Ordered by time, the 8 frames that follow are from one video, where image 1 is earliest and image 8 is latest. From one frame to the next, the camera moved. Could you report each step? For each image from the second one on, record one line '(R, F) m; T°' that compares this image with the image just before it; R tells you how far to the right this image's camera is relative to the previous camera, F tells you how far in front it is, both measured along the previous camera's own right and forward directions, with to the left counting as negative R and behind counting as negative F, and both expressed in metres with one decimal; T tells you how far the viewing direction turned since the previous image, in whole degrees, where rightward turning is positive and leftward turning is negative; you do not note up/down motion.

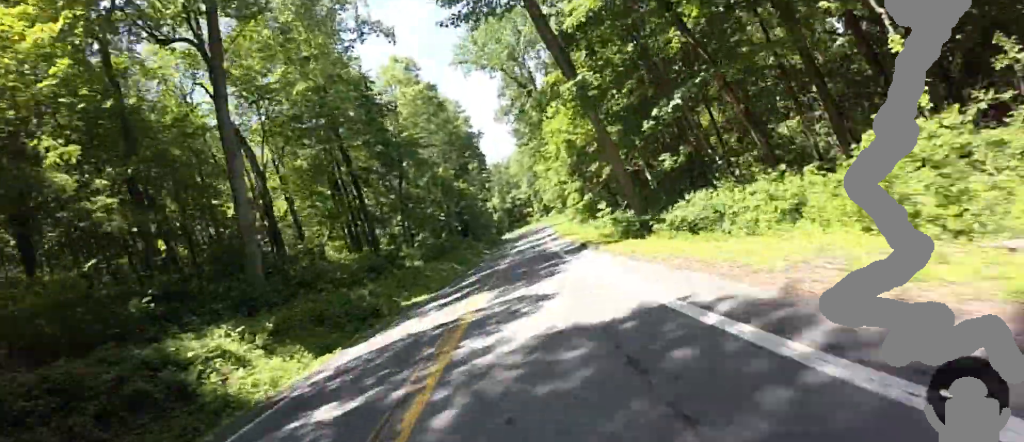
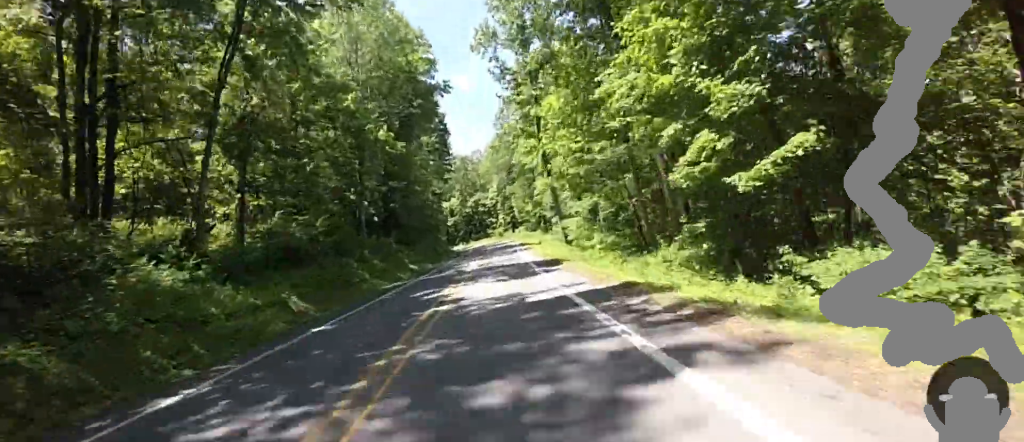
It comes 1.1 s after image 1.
(+2.2, +31.6) m; +4°
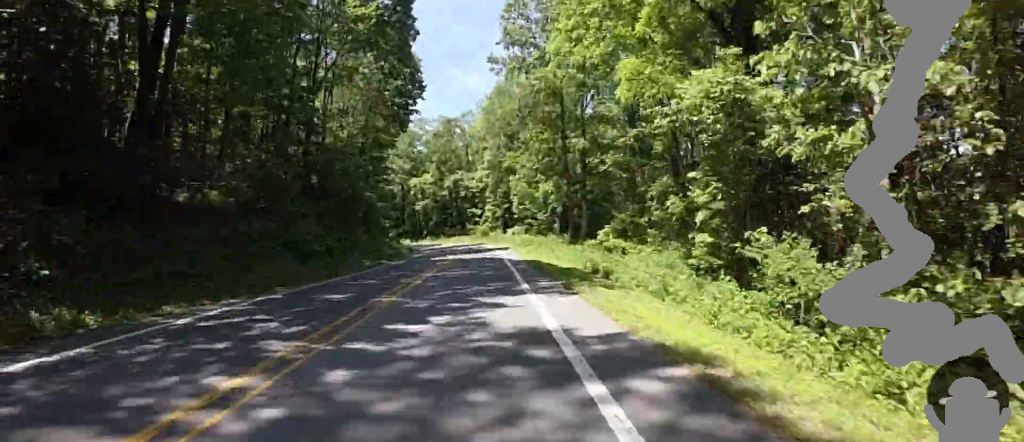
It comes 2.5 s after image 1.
(+0.4, +41.2) m; +2°
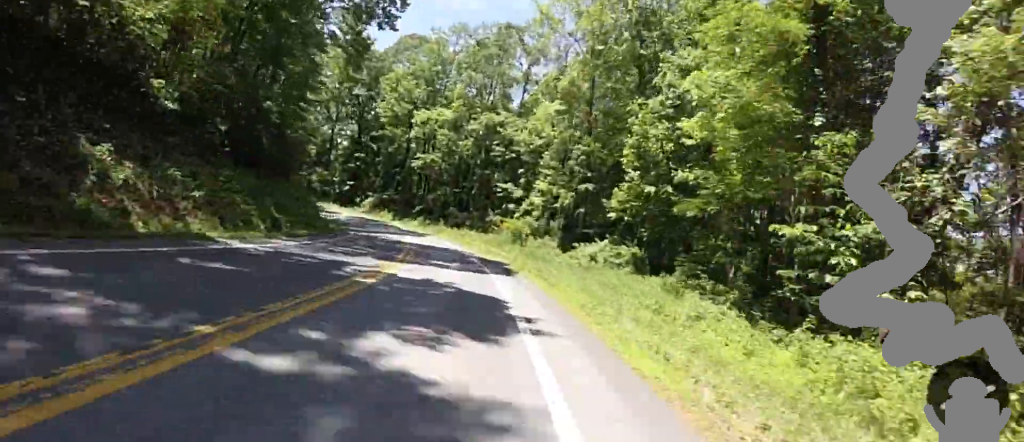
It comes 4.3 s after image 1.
(-1.4, +46.9) m; -6°
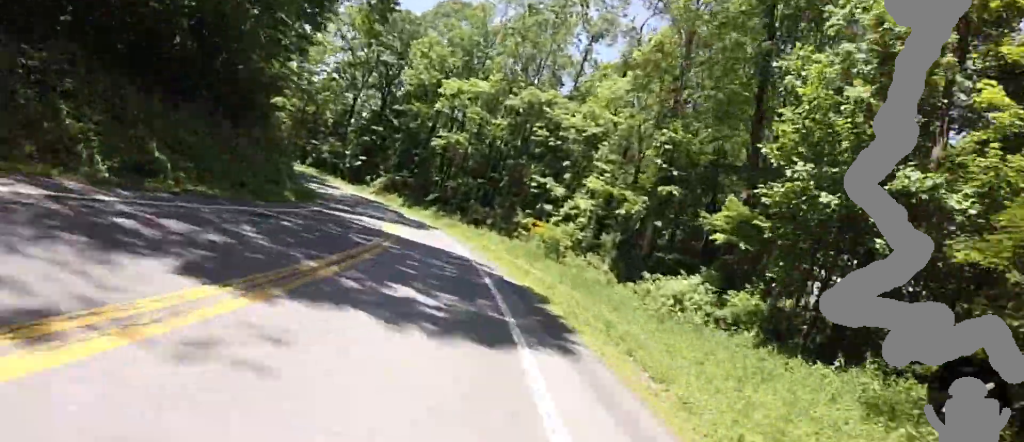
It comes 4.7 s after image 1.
(-0.2, +10.3) m; -3°
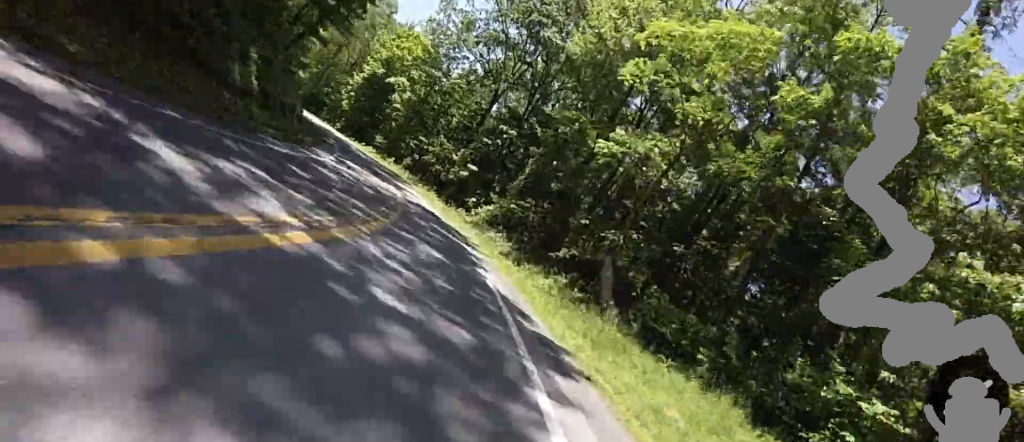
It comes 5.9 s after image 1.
(-2.3, +23.5) m; -22°
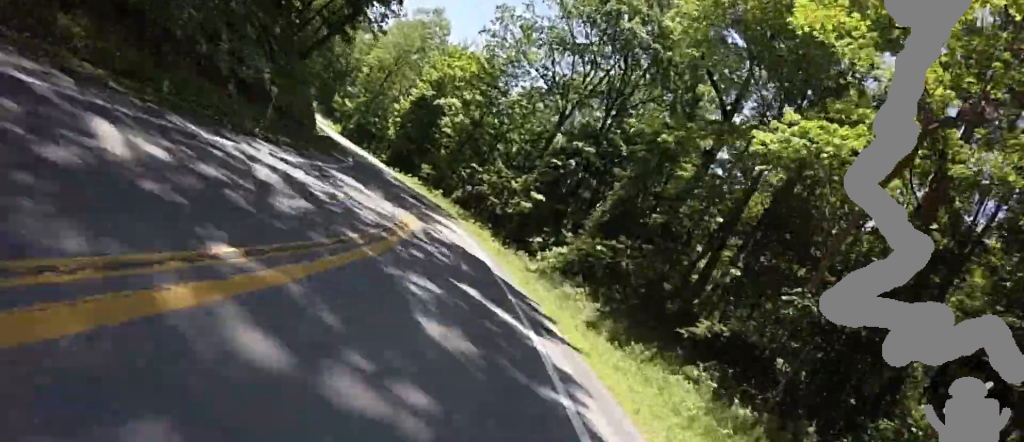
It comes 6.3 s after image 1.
(-1.7, +9.1) m; -15°
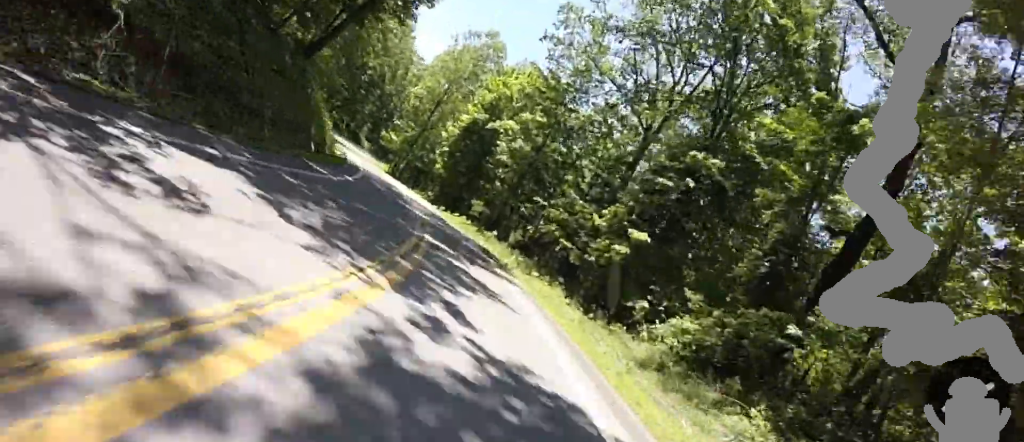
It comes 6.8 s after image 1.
(-1.0, +9.7) m; -14°
